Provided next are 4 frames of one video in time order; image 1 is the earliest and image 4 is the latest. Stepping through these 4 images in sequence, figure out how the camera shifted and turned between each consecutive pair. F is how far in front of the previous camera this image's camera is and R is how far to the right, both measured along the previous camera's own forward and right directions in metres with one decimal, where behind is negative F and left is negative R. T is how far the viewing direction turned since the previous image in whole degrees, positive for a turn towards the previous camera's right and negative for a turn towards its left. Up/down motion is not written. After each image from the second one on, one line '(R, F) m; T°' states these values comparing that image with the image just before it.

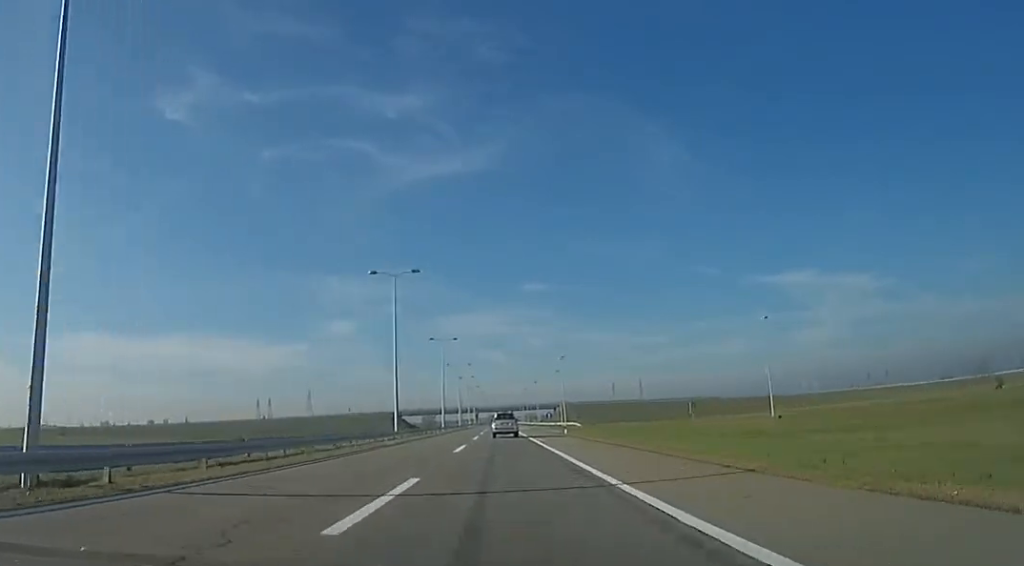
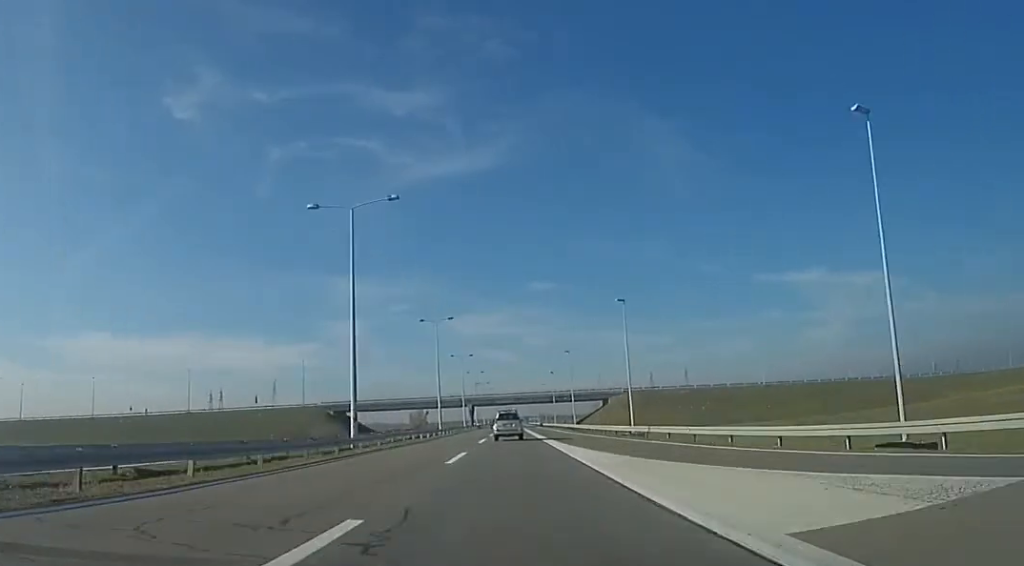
(-1.3, +97.4) m; -2°
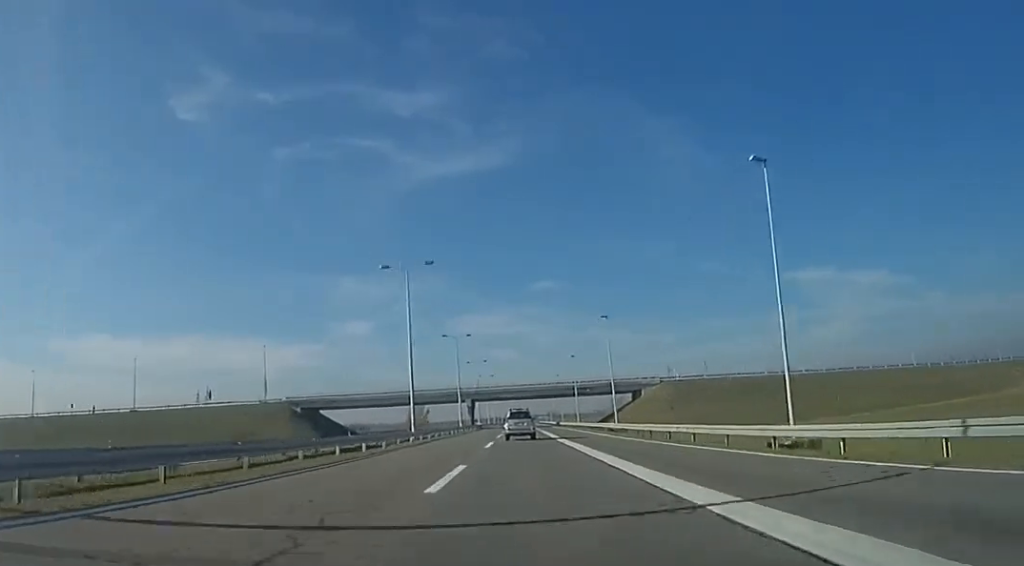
(+0.2, +26.1) m; 0°
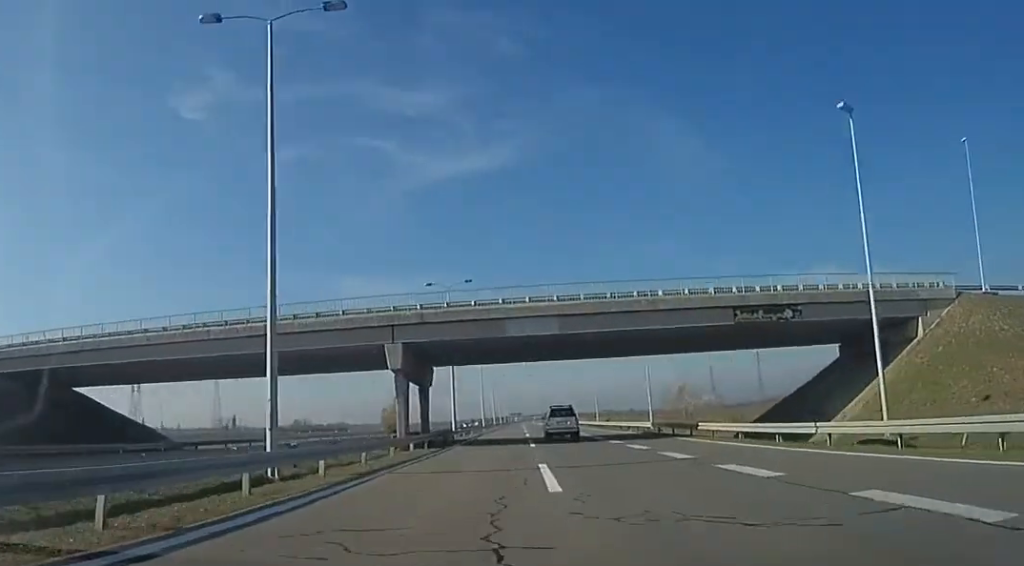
(0.0, +72.7) m; 0°
